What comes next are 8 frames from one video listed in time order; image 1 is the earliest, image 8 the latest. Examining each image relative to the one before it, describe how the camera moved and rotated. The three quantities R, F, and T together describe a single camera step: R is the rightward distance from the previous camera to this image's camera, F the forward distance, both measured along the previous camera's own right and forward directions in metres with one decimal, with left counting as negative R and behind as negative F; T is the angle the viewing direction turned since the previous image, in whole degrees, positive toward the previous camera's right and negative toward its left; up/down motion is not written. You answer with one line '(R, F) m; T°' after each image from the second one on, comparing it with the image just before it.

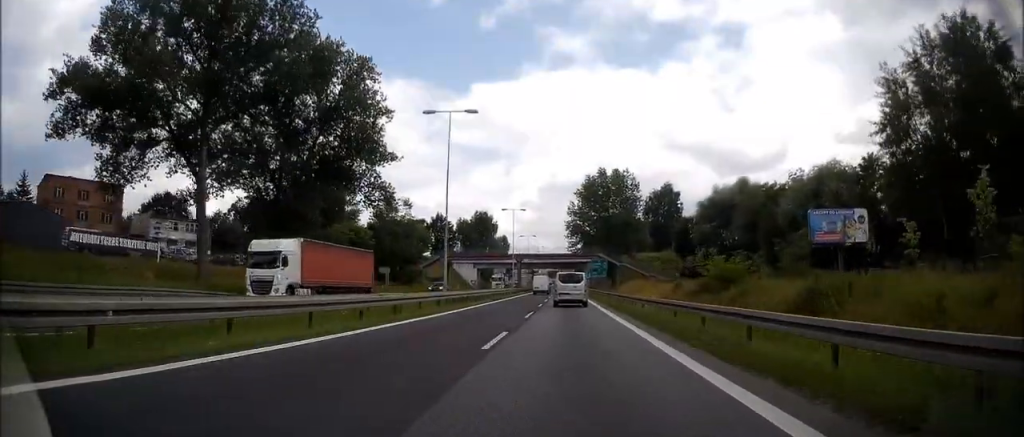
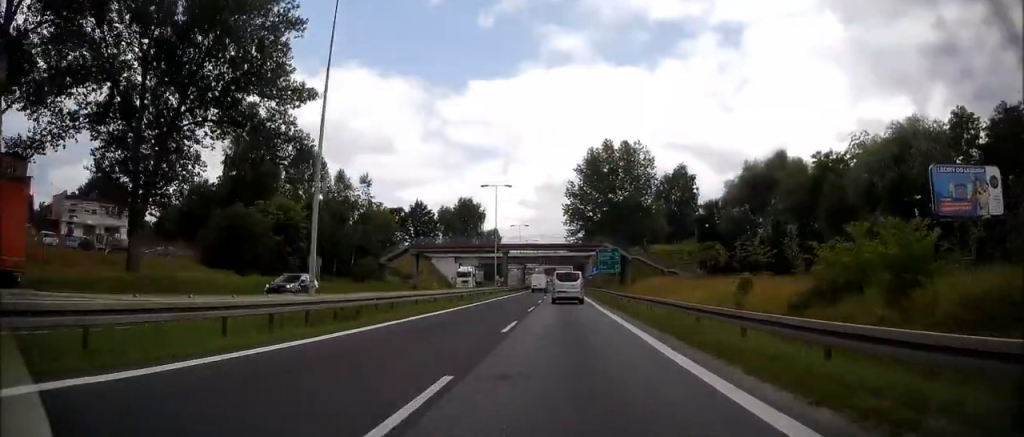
(+0.1, +19.5) m; +1°
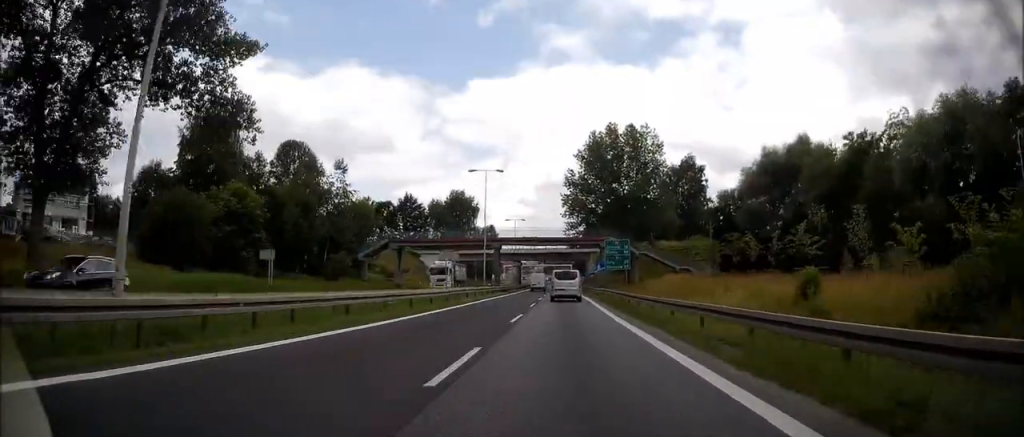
(+0.2, +8.1) m; 0°
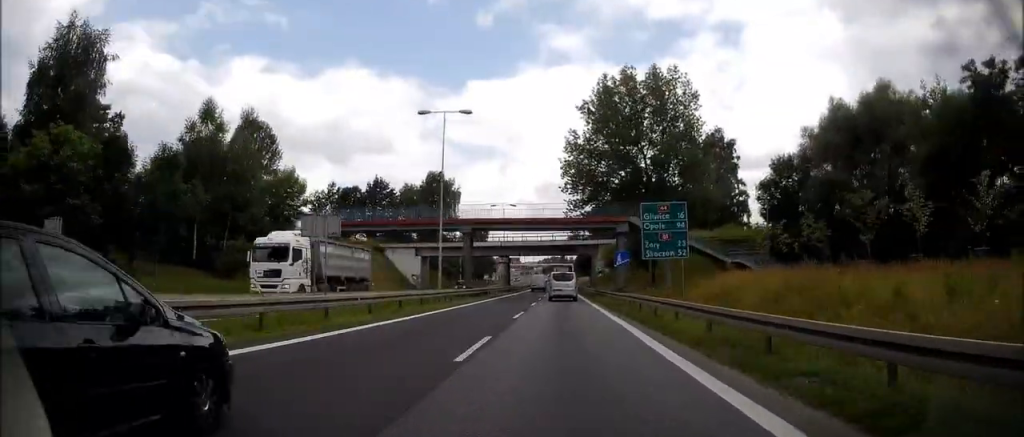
(-0.1, +18.5) m; -1°
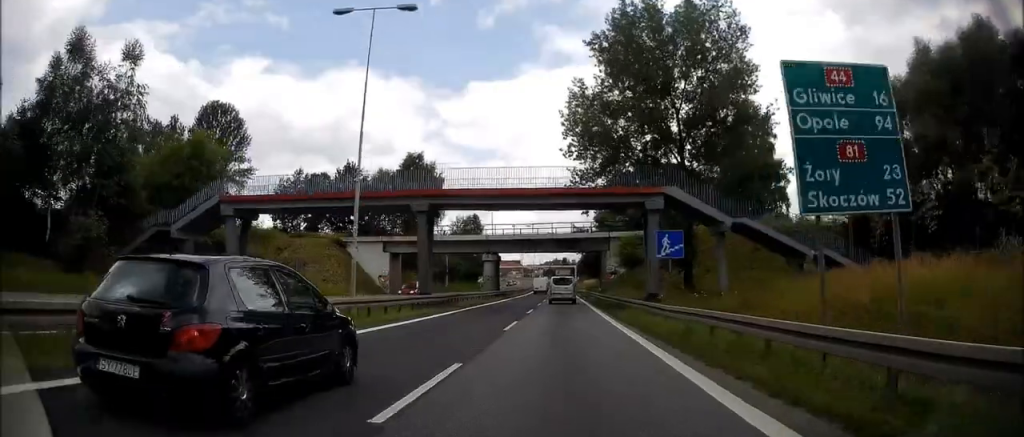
(-0.1, +12.3) m; -1°
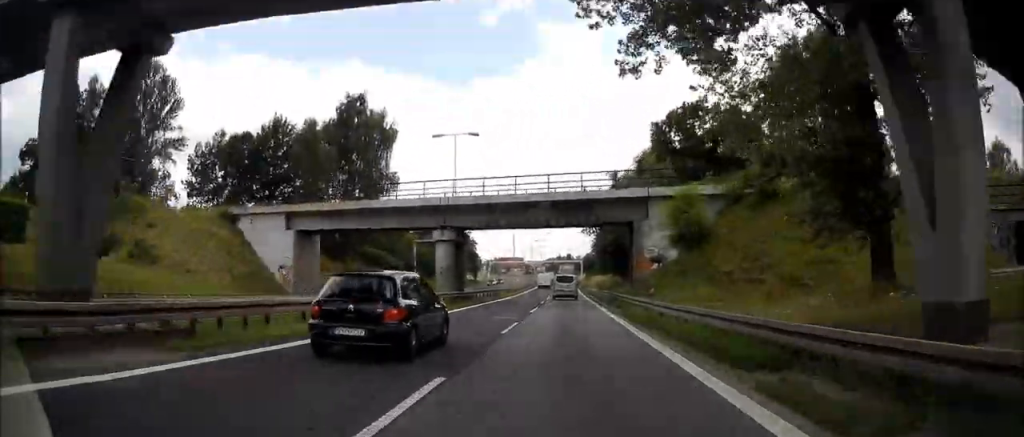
(0.0, +18.6) m; 0°
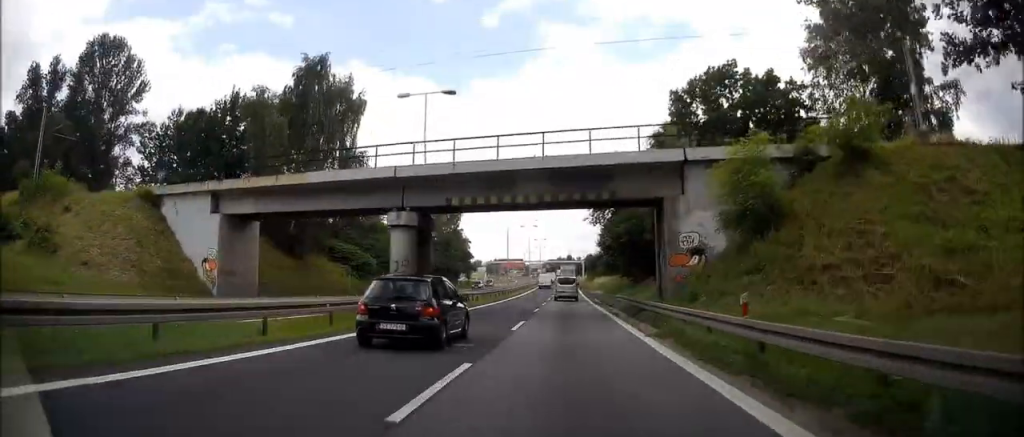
(-0.2, +24.8) m; -1°
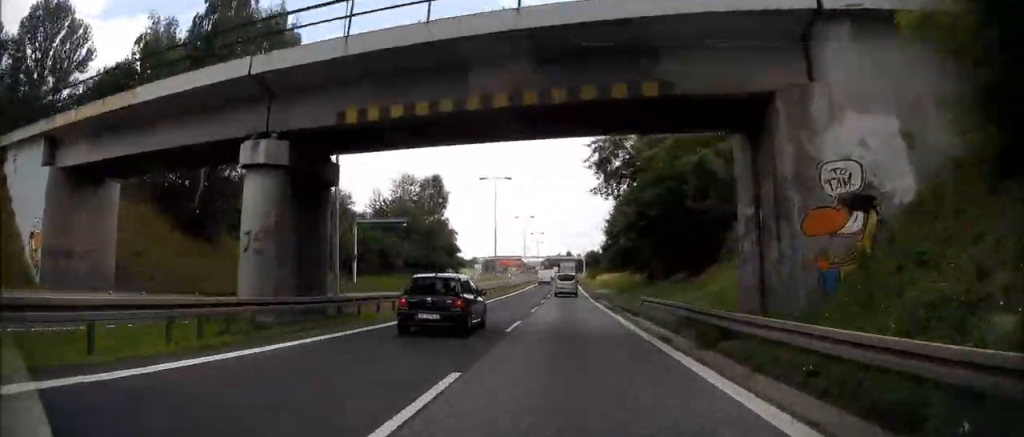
(-0.3, +12.6) m; +1°
